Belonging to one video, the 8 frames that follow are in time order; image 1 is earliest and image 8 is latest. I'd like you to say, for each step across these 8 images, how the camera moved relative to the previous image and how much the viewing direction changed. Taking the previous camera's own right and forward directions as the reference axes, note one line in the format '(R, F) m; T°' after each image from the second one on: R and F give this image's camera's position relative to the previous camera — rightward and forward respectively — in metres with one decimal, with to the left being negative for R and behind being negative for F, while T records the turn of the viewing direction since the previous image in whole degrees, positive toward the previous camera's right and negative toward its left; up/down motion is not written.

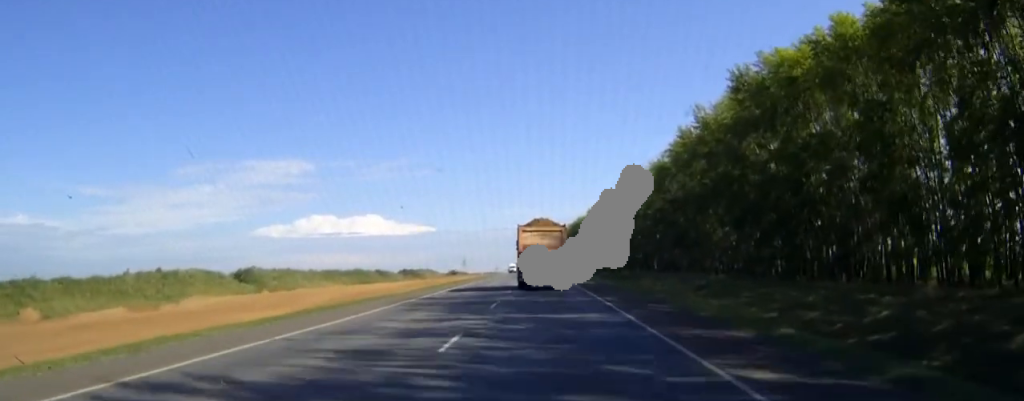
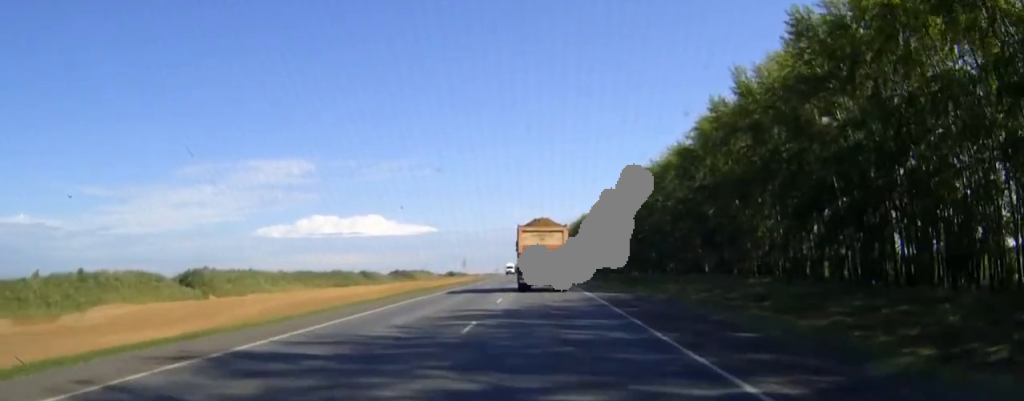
(0.0, +20.8) m; 0°
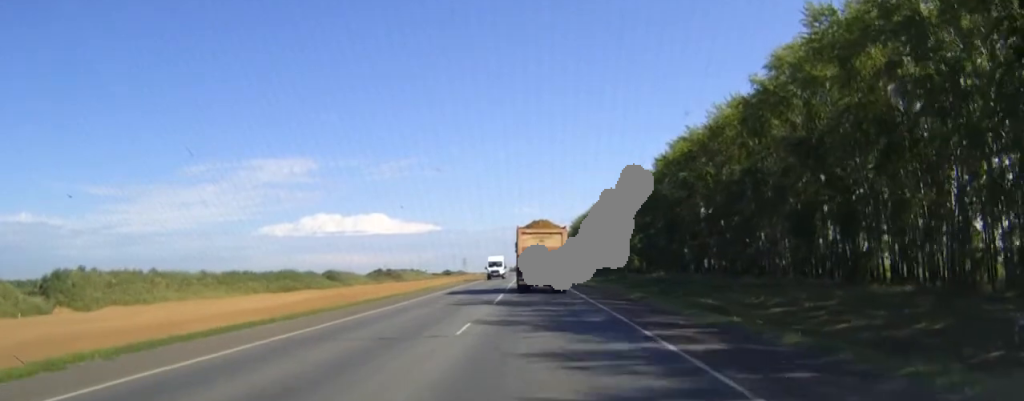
(-0.1, +36.1) m; 0°
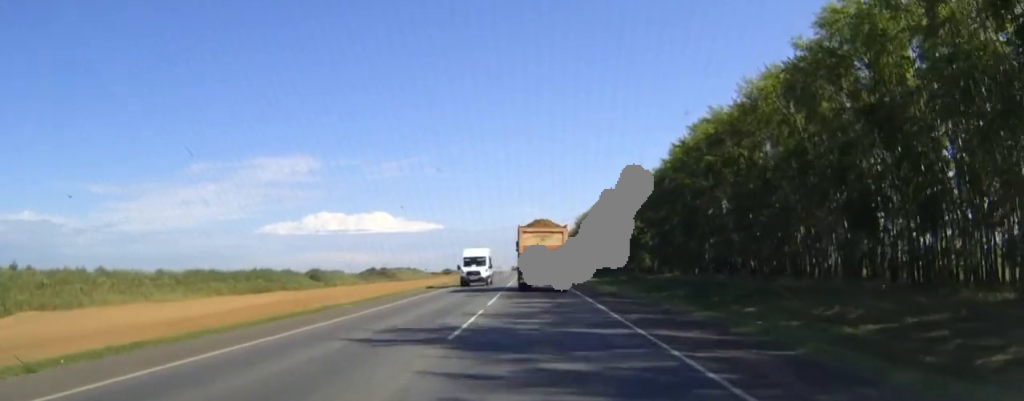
(0.0, +14.0) m; 0°
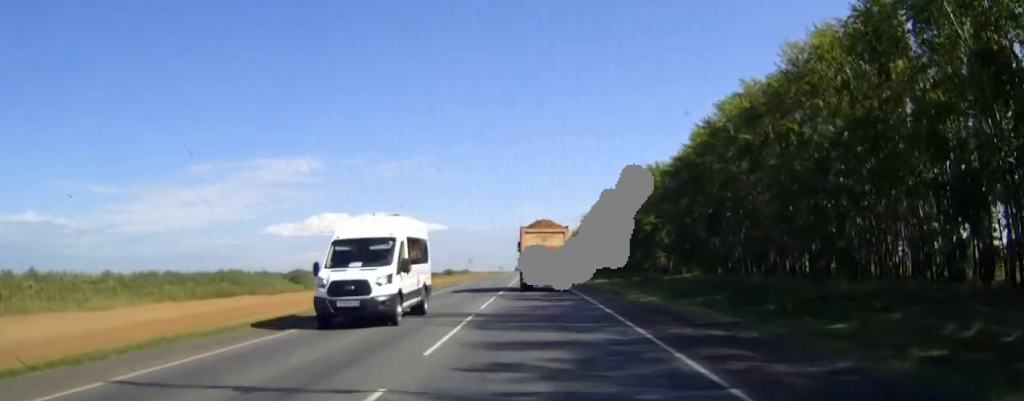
(0.0, +14.6) m; 0°
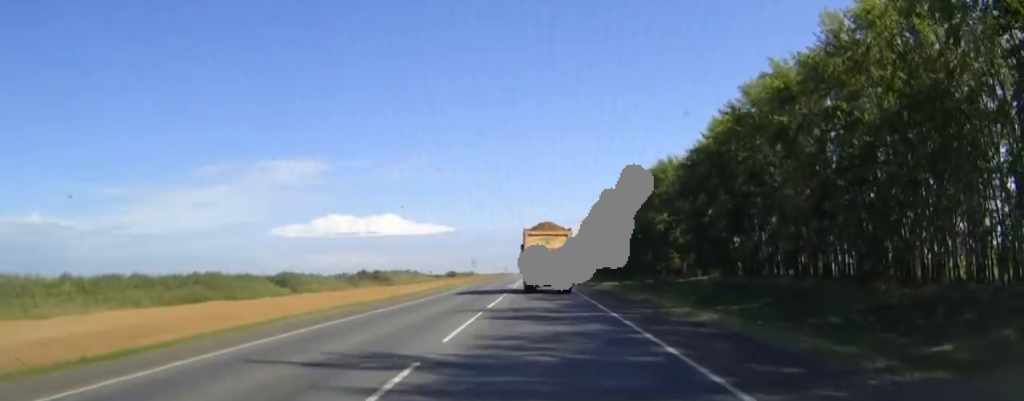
(0.0, +9.6) m; 0°
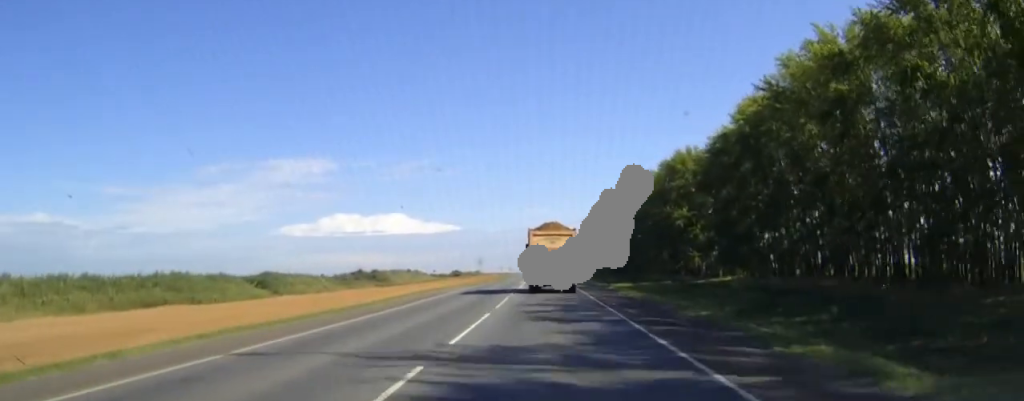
(-0.1, +11.9) m; 0°
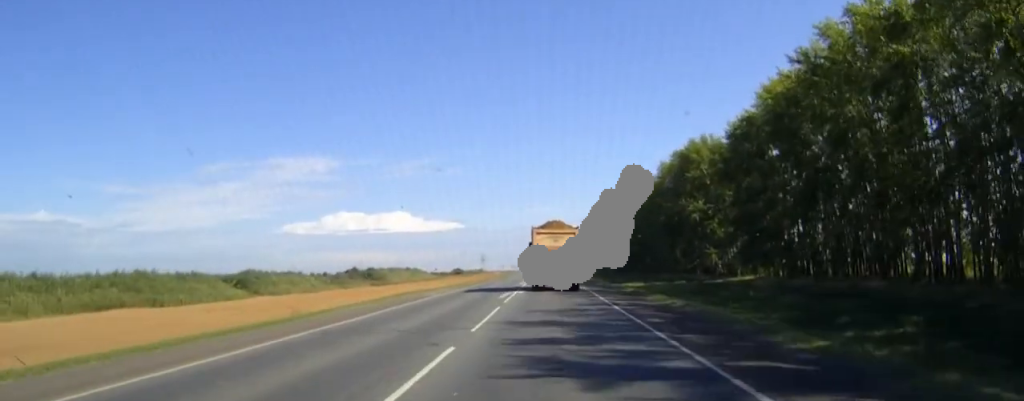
(0.0, +9.7) m; 0°
